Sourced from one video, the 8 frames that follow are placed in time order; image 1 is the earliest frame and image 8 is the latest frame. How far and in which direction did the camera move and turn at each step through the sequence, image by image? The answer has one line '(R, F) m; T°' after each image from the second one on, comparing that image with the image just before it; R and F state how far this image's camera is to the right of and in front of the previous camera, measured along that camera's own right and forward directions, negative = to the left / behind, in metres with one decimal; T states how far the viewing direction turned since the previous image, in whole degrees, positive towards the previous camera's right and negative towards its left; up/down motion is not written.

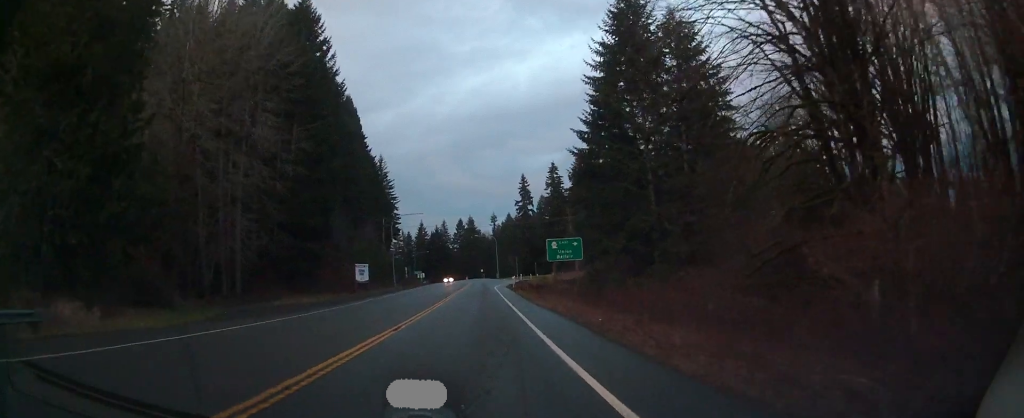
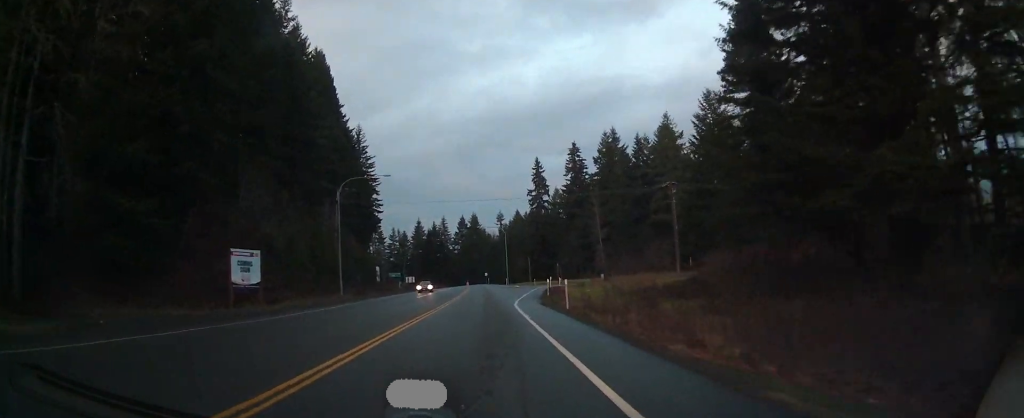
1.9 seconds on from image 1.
(0.0, +43.0) m; 0°
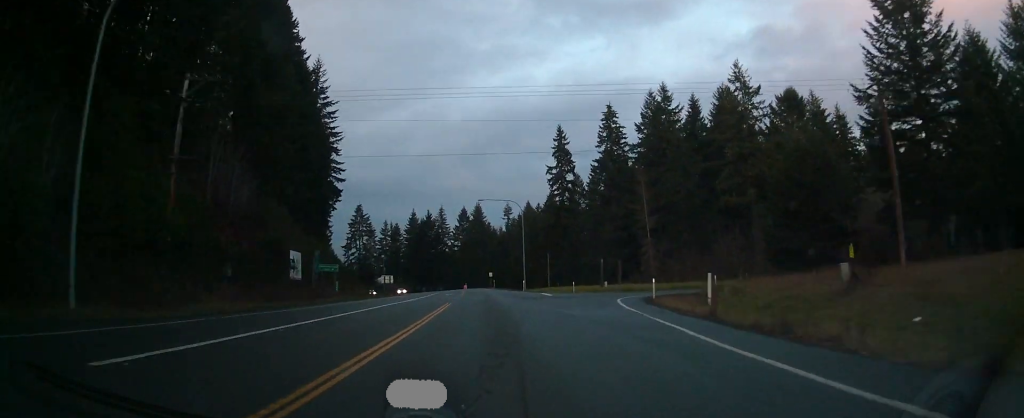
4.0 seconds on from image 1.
(+0.3, +46.3) m; 0°
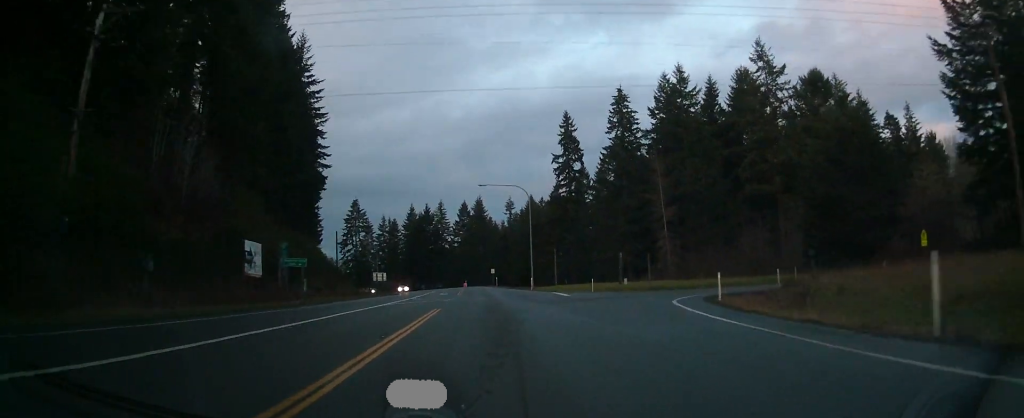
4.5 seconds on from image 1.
(+0.1, +11.1) m; -1°
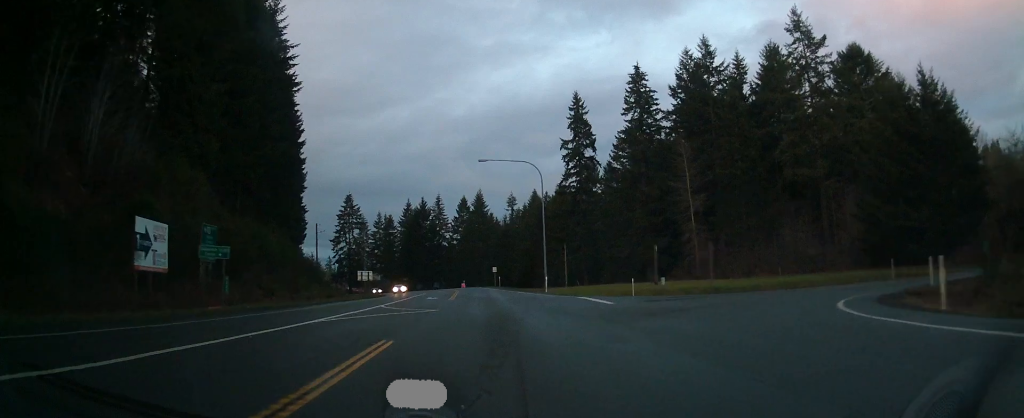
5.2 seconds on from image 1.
(-0.3, +15.5) m; -1°
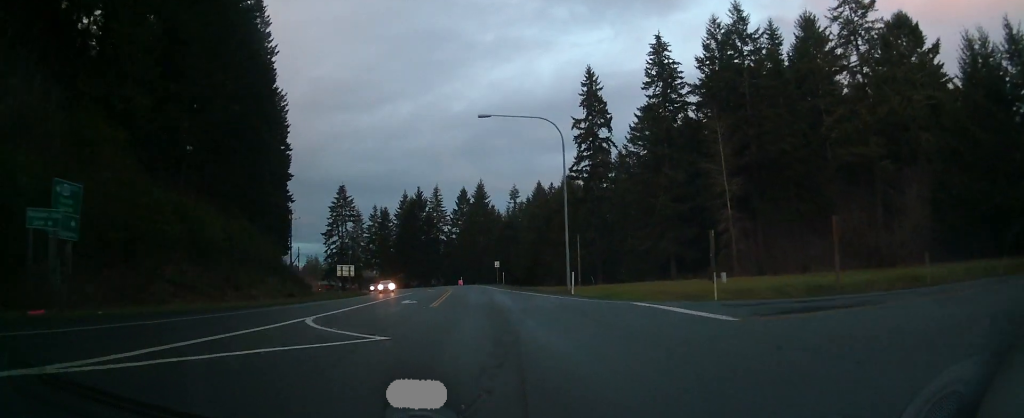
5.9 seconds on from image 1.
(-0.1, +15.4) m; 0°
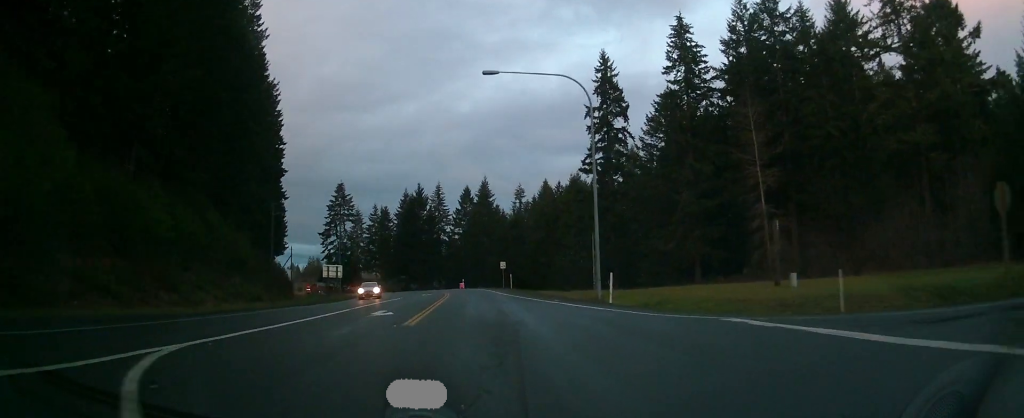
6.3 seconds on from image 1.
(0.0, +10.2) m; 0°
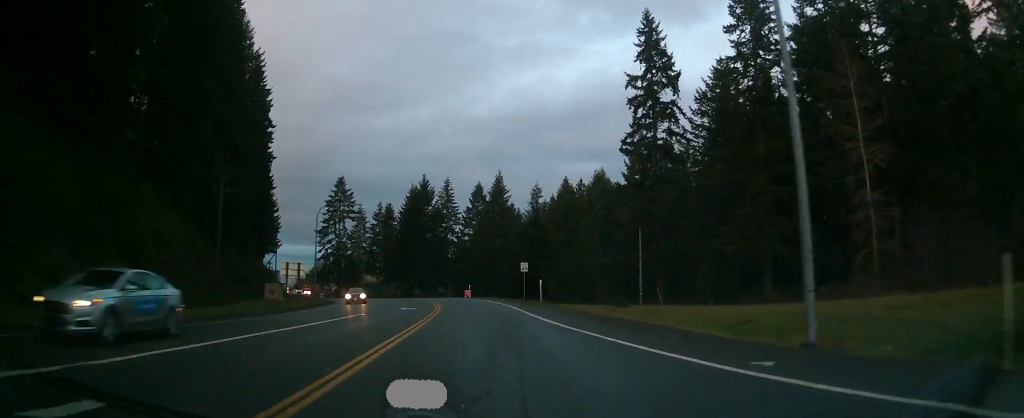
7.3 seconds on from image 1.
(0.0, +21.5) m; 0°
